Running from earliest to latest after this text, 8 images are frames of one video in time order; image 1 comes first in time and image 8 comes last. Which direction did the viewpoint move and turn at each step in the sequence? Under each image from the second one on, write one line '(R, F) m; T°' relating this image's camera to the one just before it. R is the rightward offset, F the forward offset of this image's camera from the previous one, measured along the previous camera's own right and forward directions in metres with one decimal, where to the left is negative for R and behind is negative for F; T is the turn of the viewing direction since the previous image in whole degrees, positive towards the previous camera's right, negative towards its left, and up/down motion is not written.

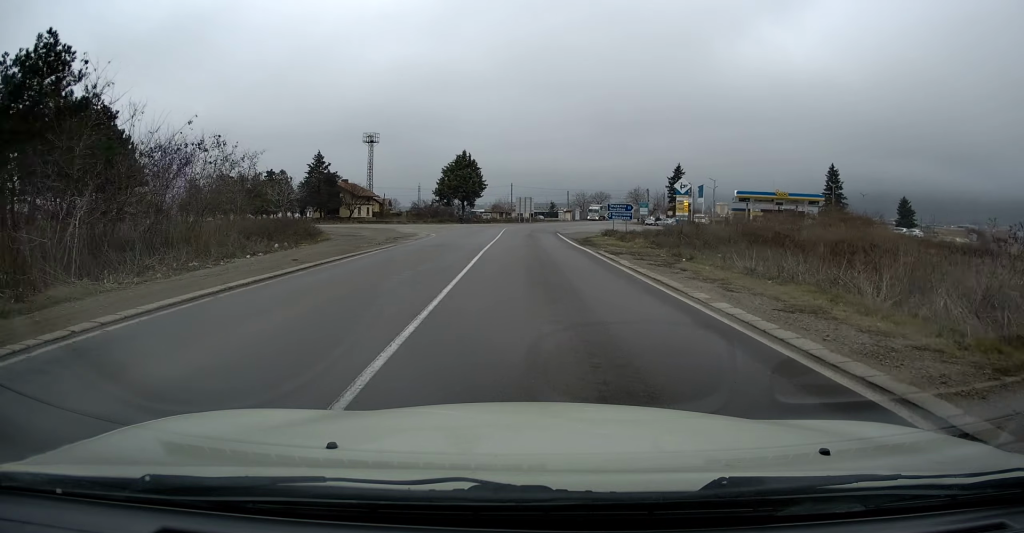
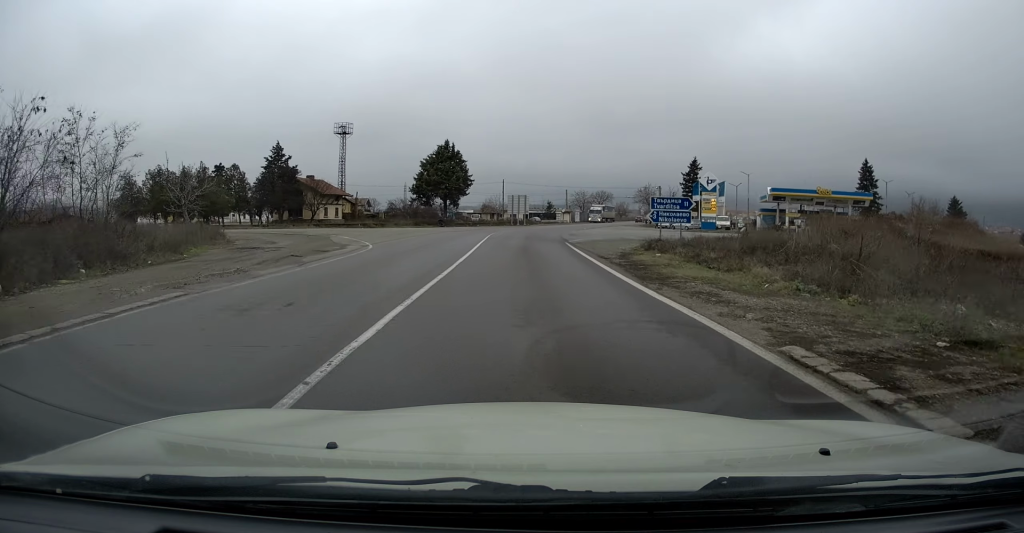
(-0.2, +15.2) m; 0°
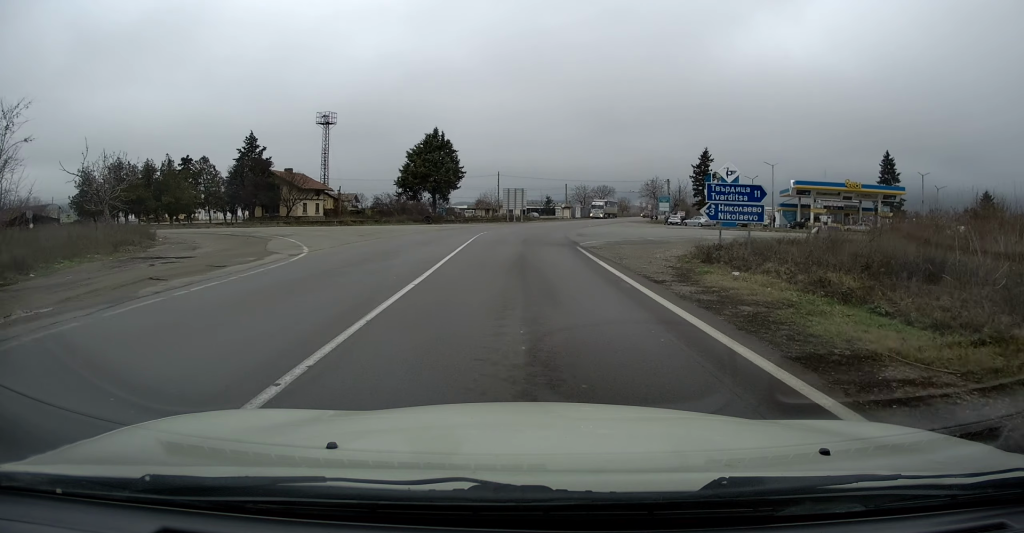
(-0.1, +7.9) m; +2°
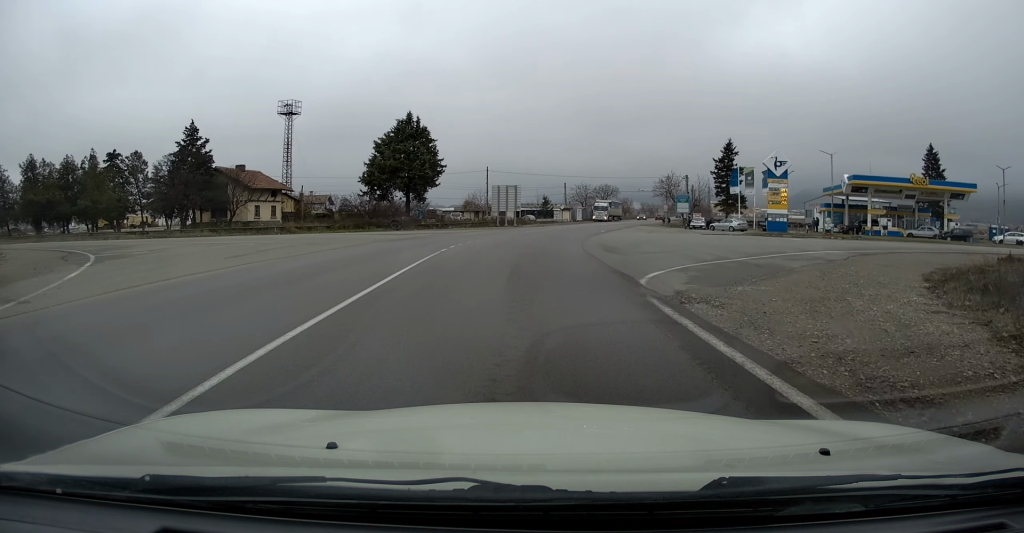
(+0.5, +13.9) m; +1°
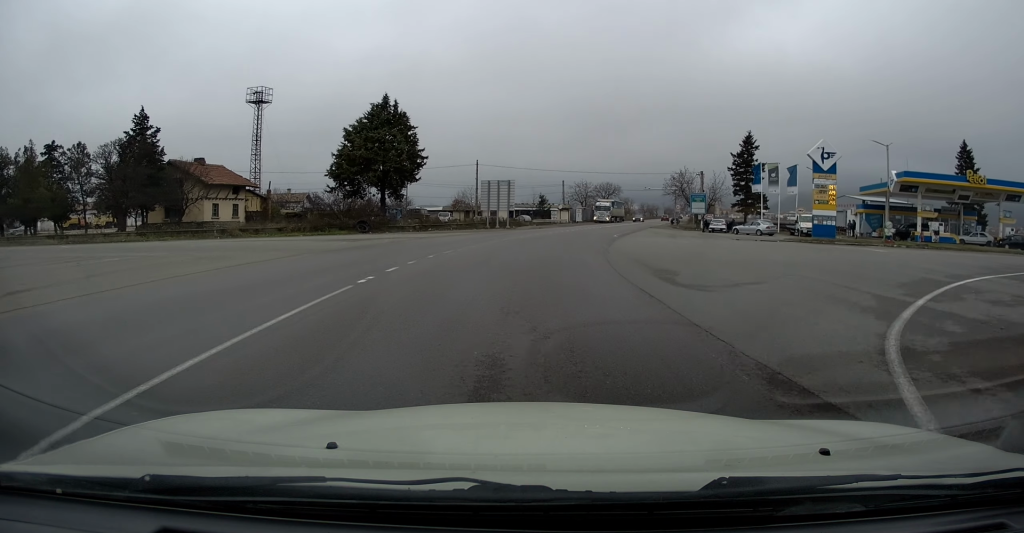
(-0.3, +9.0) m; +1°
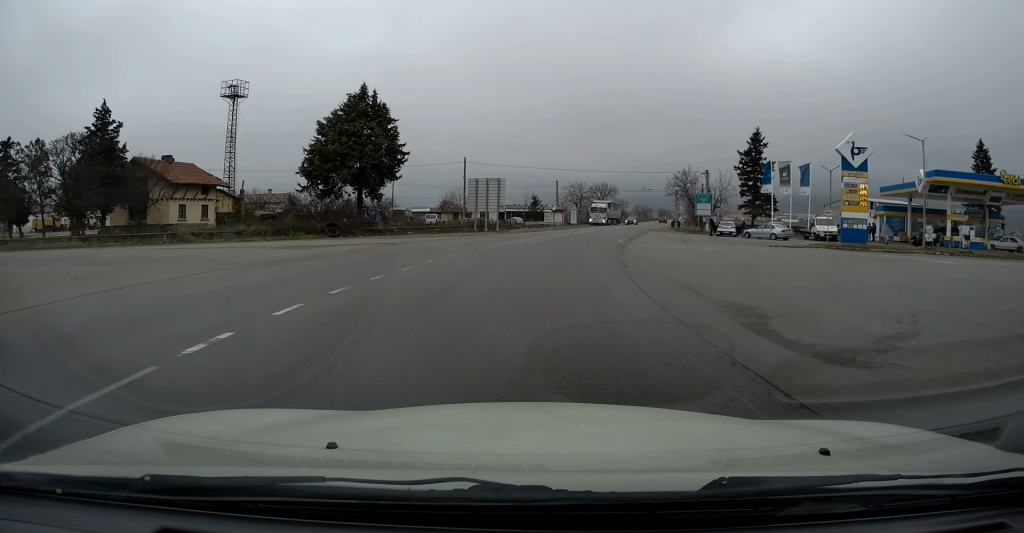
(-0.2, +5.1) m; +1°
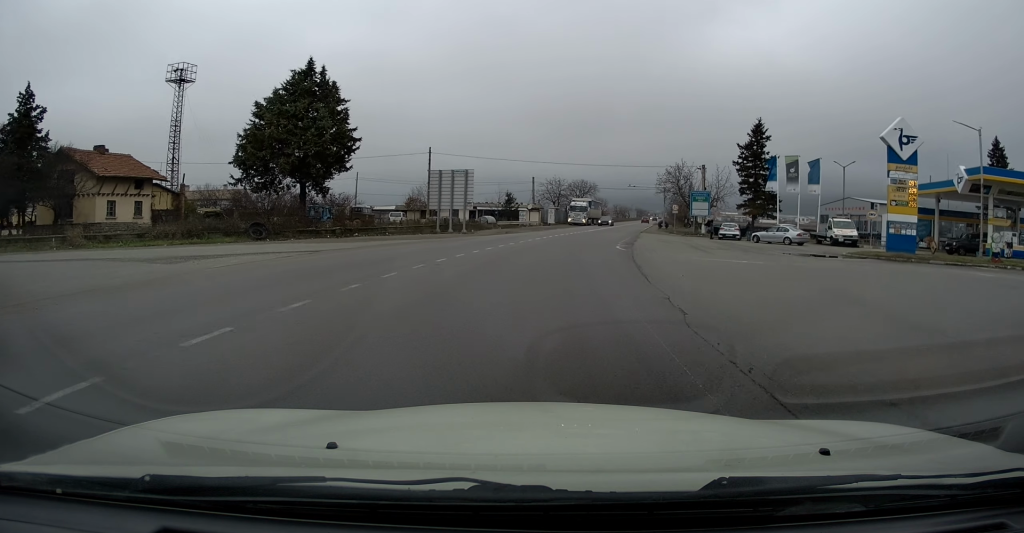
(+0.5, +7.5) m; +2°
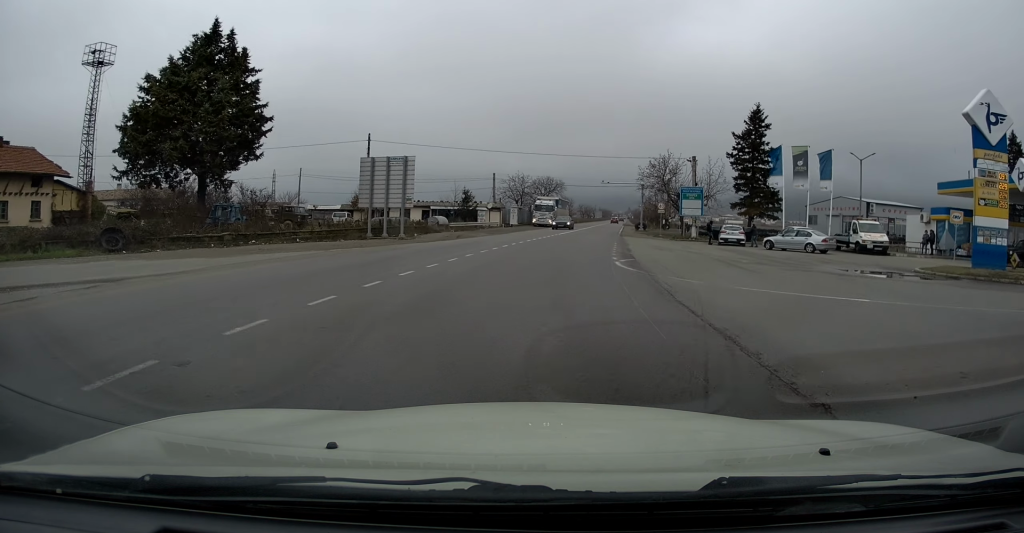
(+0.2, +9.0) m; +2°
